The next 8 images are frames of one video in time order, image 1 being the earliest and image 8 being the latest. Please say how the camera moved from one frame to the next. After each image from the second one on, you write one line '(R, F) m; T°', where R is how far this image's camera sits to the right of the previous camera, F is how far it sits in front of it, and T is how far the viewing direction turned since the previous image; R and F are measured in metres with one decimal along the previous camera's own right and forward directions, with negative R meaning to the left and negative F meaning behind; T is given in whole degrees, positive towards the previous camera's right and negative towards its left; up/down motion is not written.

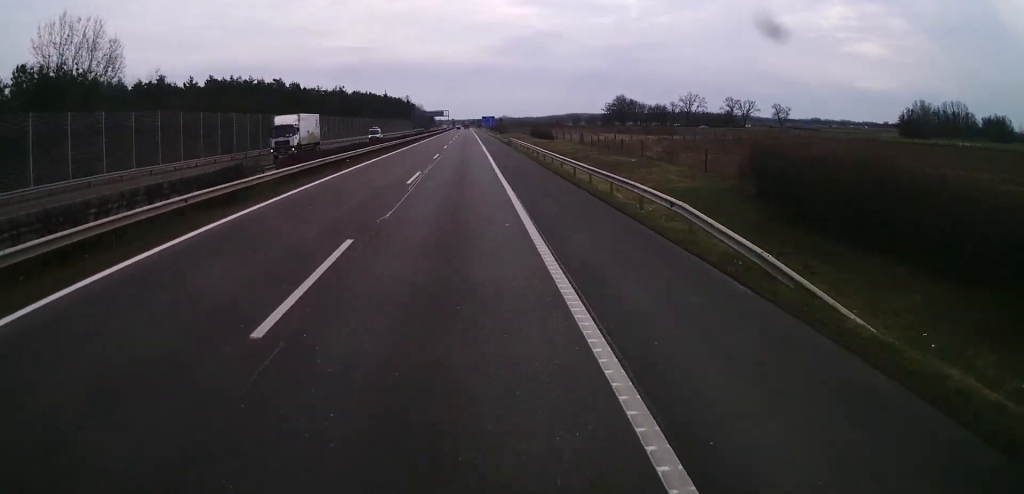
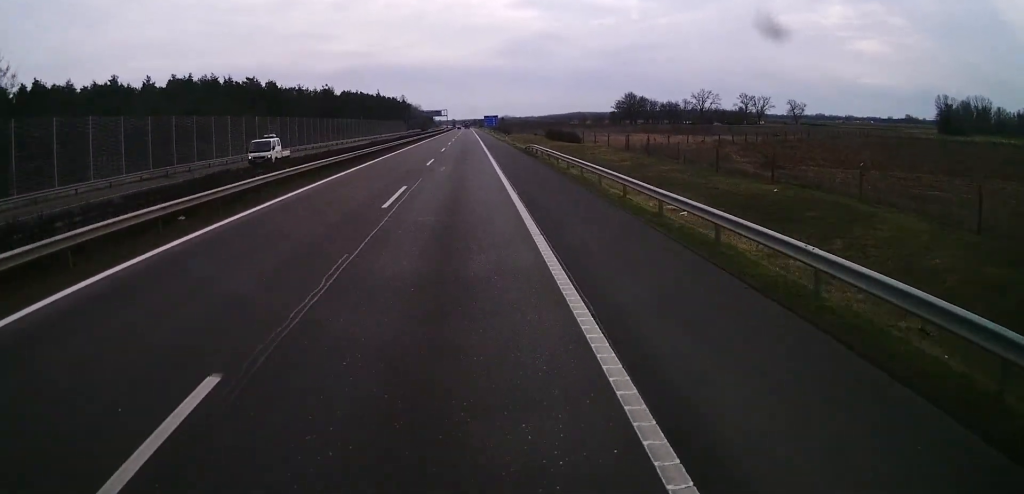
(+0.2, +26.4) m; 0°
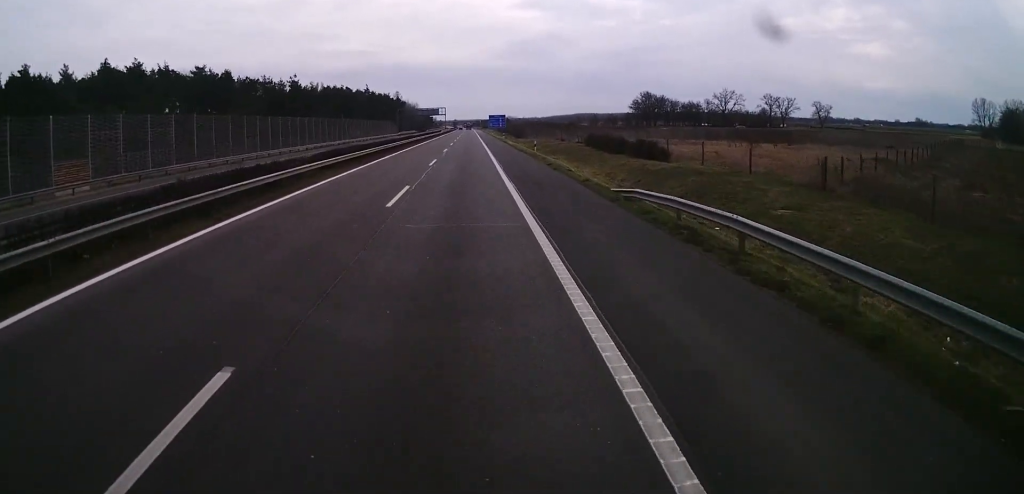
(-0.3, +39.9) m; 0°
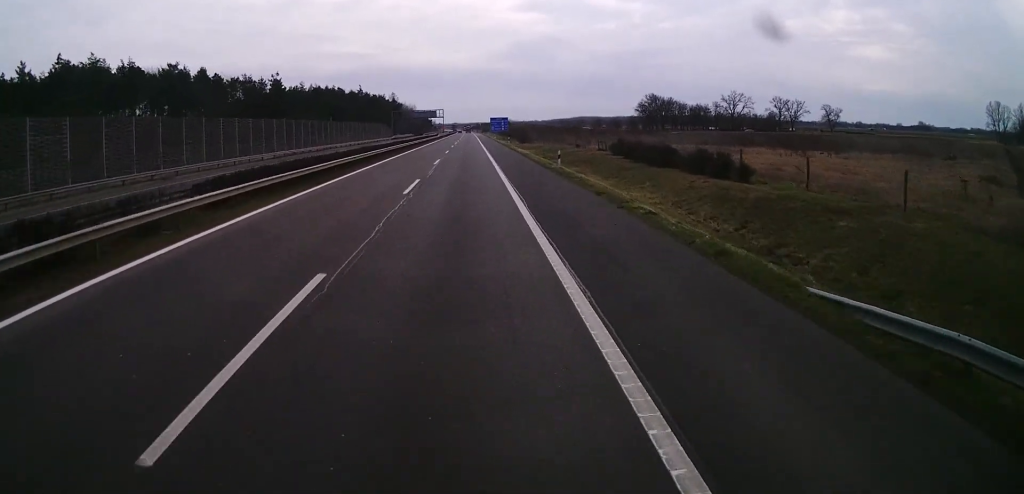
(+0.1, +15.7) m; 0°
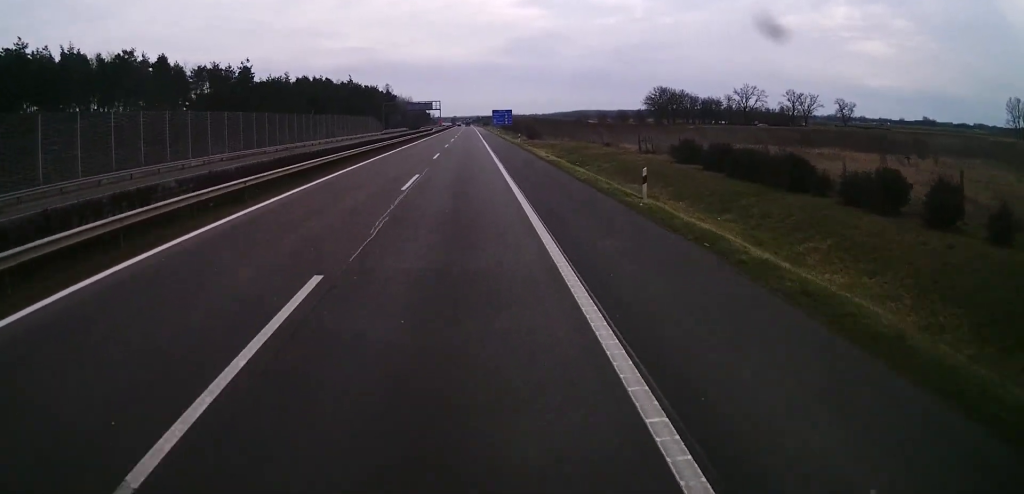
(+0.1, +18.1) m; 0°
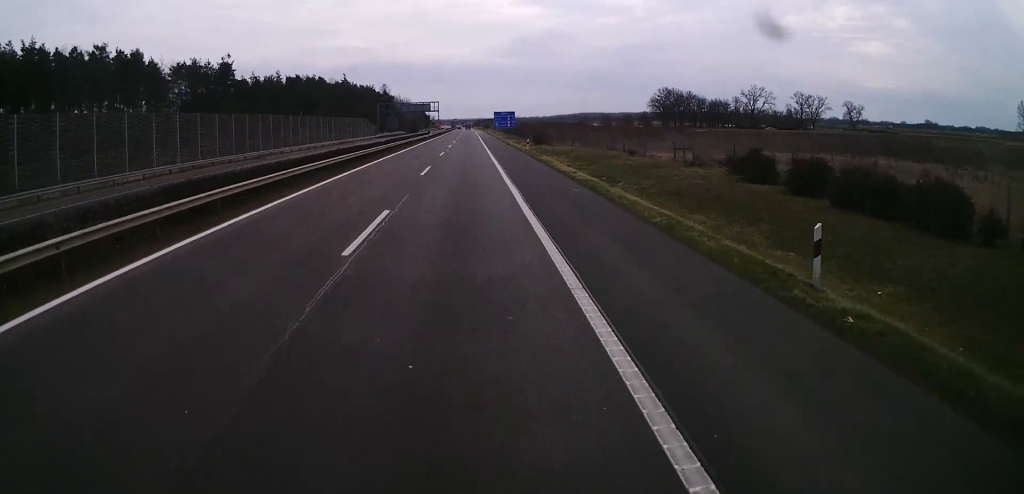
(0.0, +9.8) m; 0°
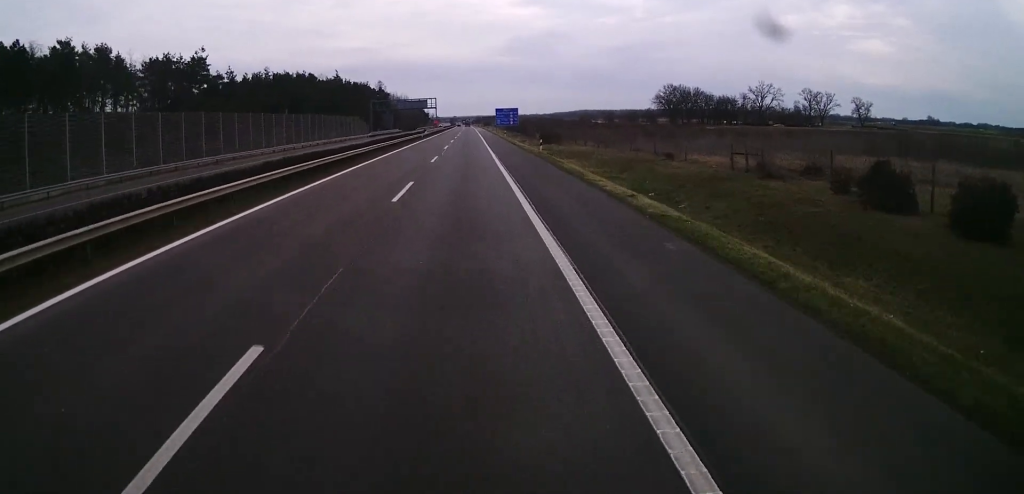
(+0.1, +10.5) m; 0°
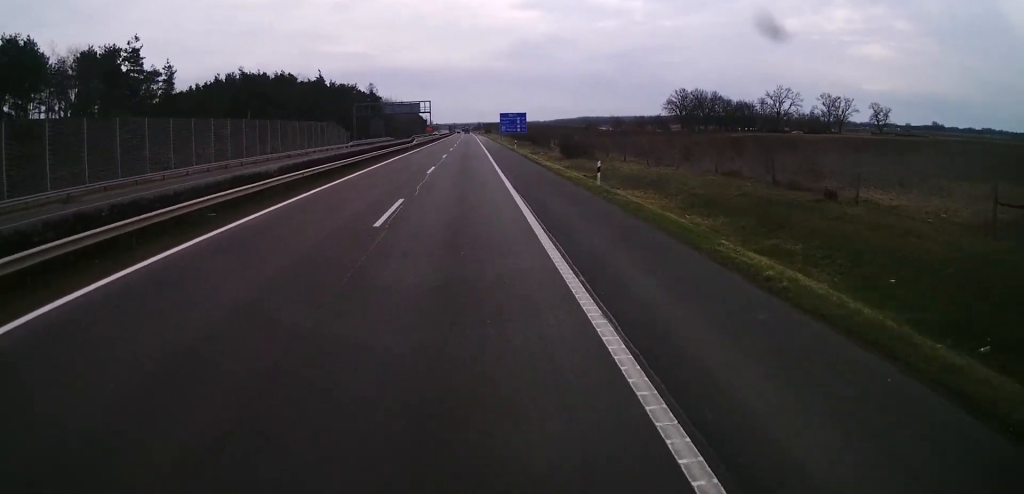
(-0.2, +21.9) m; 0°
